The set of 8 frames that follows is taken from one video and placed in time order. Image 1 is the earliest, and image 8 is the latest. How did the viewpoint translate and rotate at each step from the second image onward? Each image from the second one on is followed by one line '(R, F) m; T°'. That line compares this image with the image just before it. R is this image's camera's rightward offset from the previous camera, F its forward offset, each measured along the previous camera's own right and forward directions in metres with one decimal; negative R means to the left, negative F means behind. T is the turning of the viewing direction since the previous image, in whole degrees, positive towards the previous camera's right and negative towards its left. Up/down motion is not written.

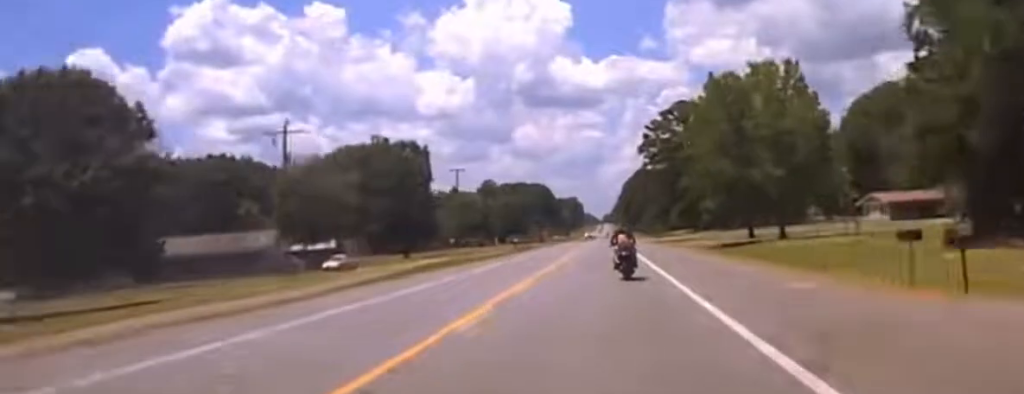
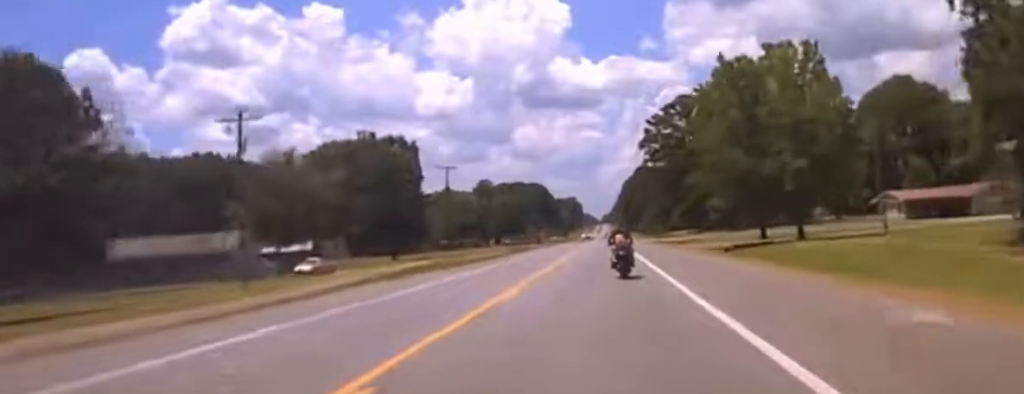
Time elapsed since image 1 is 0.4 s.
(0.0, +7.8) m; 0°
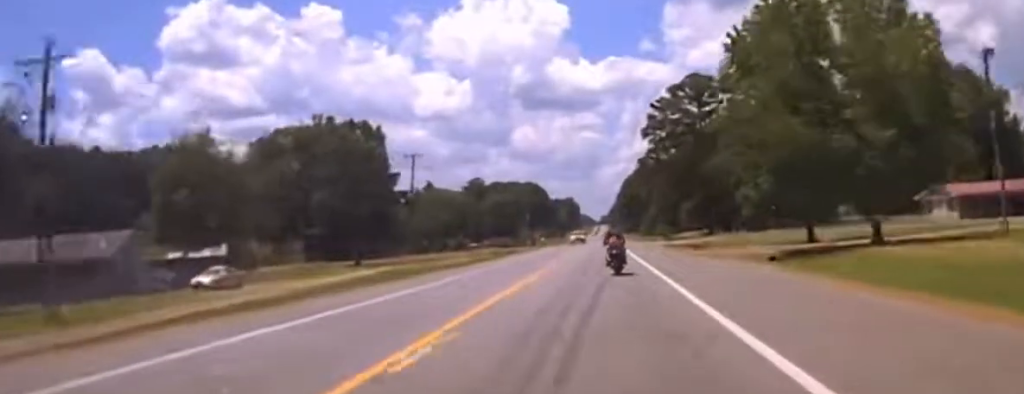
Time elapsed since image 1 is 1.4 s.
(0.0, +22.3) m; 0°
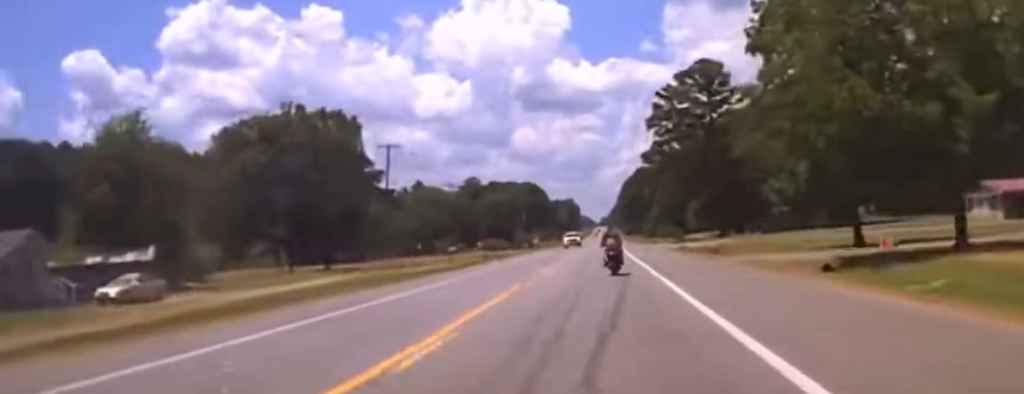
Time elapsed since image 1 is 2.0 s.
(0.0, +13.4) m; 0°
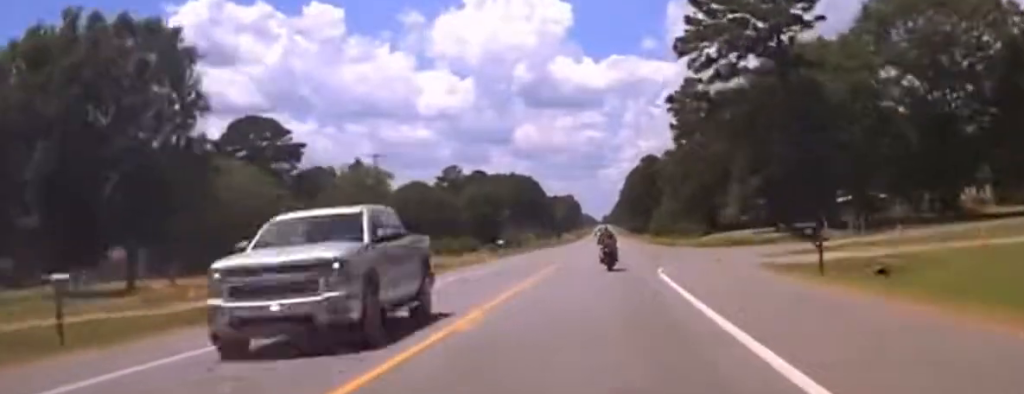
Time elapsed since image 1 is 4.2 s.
(+0.1, +46.7) m; +1°
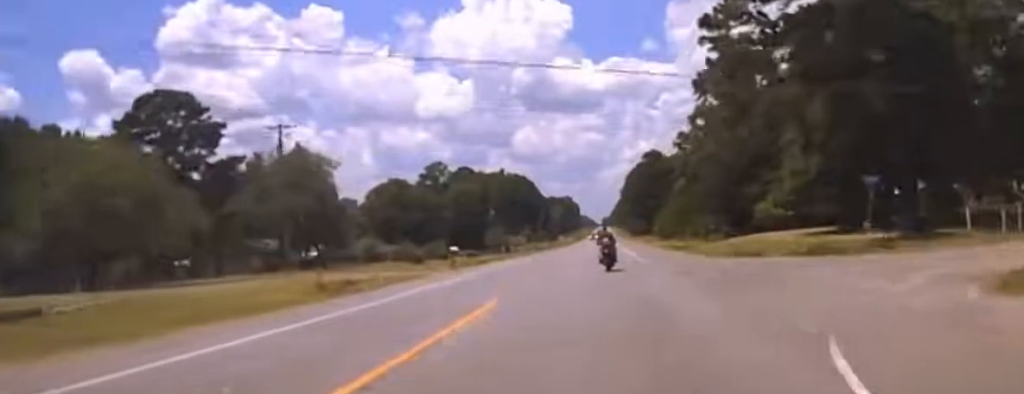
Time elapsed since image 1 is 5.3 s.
(+0.1, +23.7) m; 0°
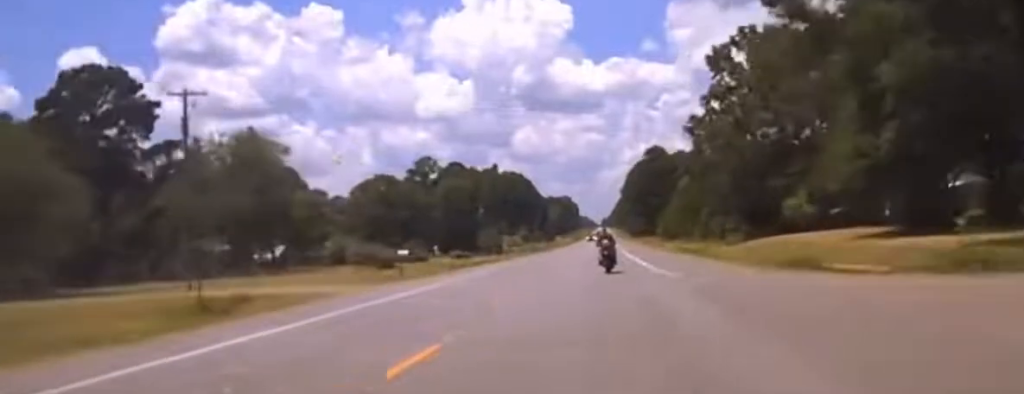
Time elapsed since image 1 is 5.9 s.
(0.0, +12.9) m; 0°
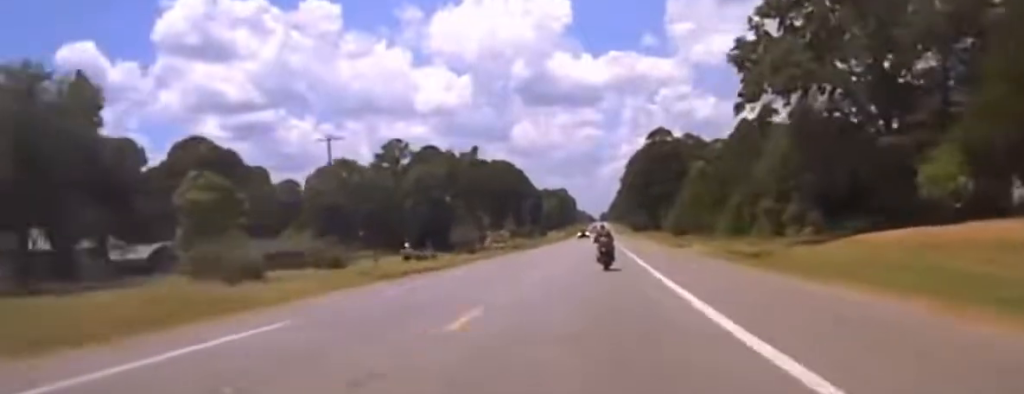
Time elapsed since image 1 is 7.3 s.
(+0.1, +29.5) m; +1°
